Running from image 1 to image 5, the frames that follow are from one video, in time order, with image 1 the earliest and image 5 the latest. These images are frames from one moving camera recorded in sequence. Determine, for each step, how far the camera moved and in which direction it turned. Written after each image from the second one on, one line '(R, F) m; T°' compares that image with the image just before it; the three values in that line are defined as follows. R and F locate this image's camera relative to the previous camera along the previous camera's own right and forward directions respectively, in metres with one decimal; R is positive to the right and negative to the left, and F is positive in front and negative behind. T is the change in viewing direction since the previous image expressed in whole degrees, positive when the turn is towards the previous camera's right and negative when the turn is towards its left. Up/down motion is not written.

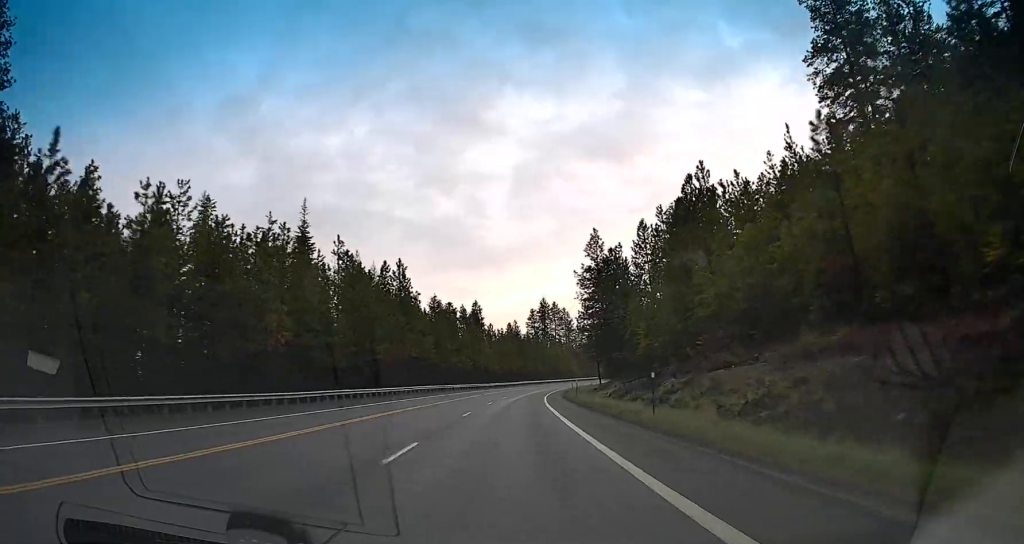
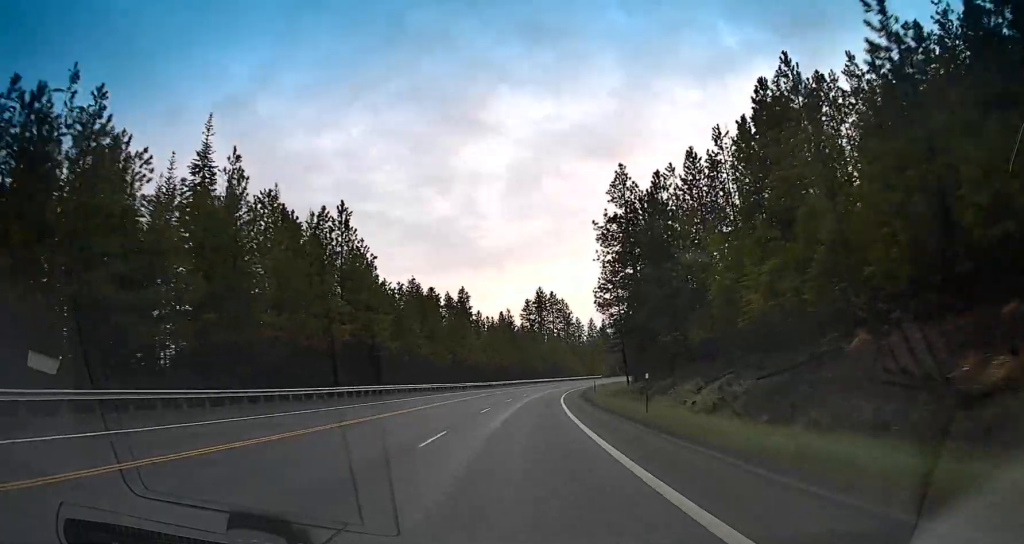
(-0.2, +28.0) m; 0°
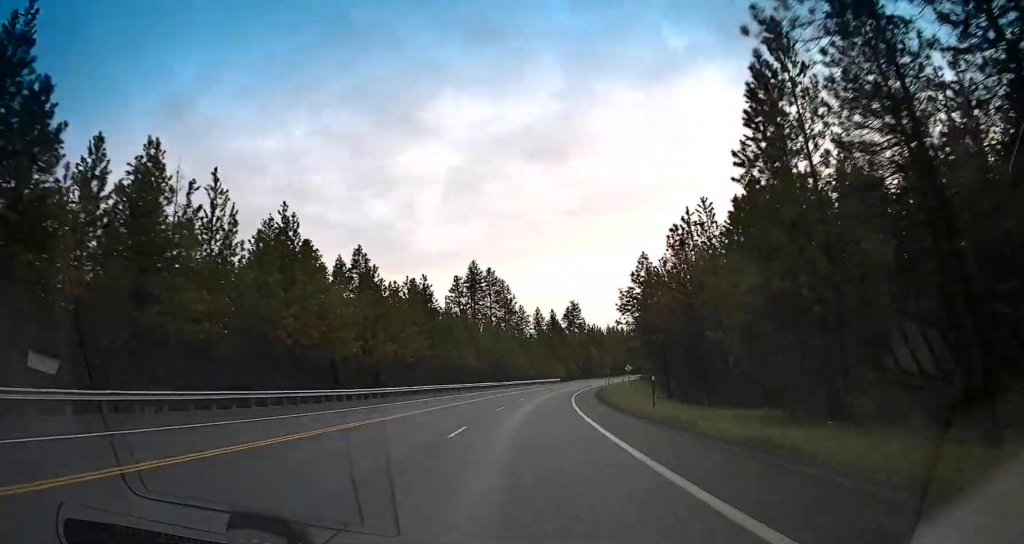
(+1.9, +58.1) m; +6°
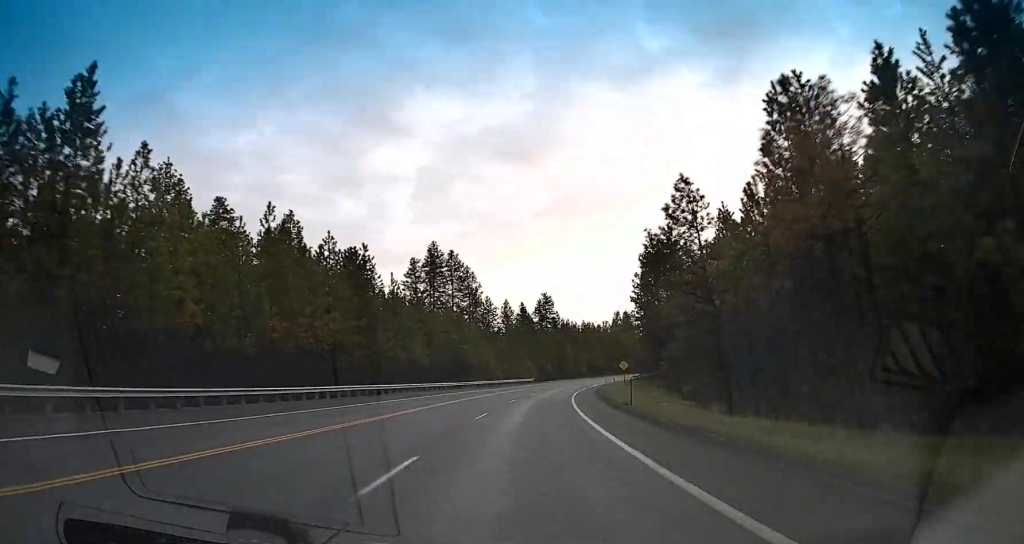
(+0.6, +23.0) m; +2°
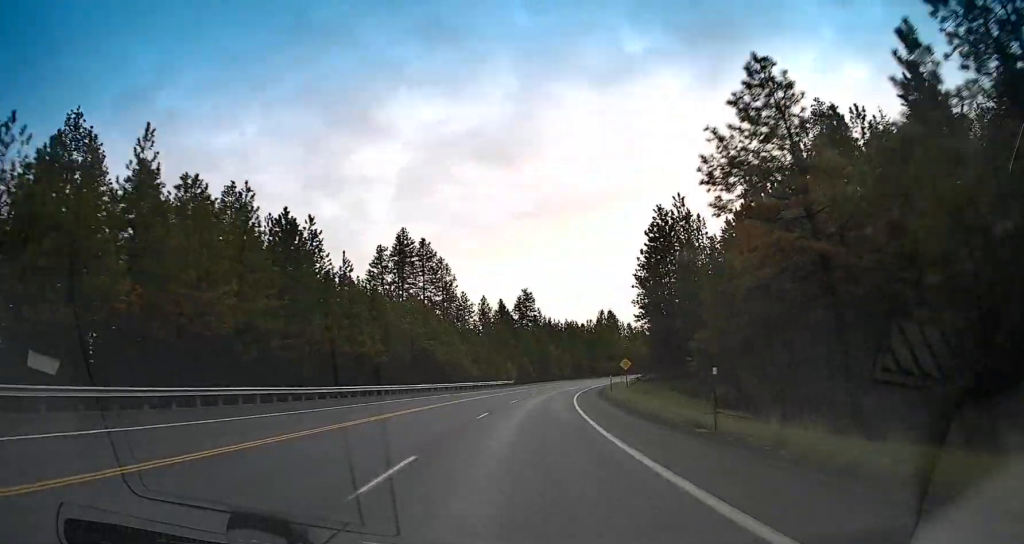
(+0.1, +15.0) m; +1°
